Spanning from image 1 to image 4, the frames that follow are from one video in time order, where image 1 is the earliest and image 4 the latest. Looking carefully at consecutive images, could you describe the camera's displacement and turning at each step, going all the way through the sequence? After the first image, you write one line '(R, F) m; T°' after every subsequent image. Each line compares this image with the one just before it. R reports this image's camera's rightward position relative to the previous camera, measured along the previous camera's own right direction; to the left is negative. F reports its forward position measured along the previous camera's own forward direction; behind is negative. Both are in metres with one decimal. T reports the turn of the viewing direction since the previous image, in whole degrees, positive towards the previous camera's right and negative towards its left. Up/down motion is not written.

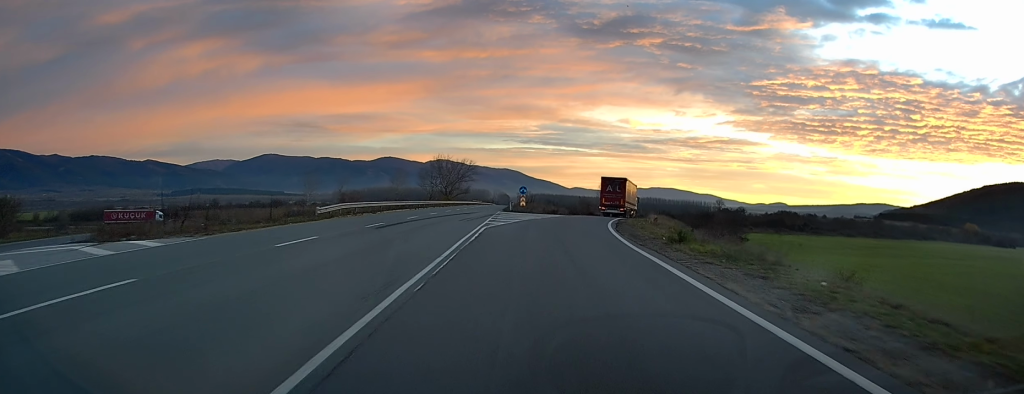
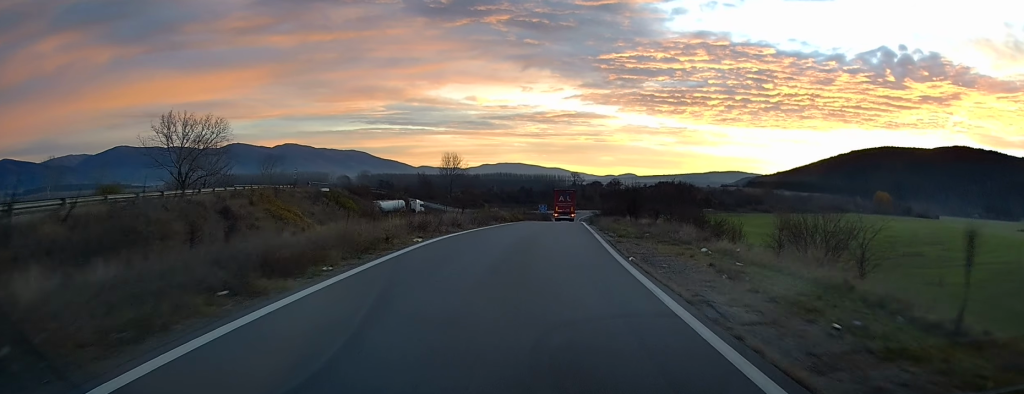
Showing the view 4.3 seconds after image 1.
(+6.7, +66.6) m; +11°
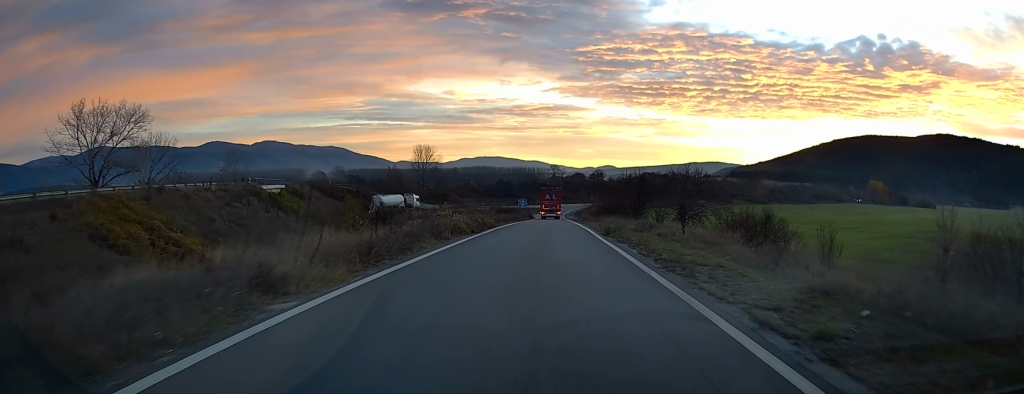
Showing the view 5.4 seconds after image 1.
(+0.5, +16.4) m; +2°
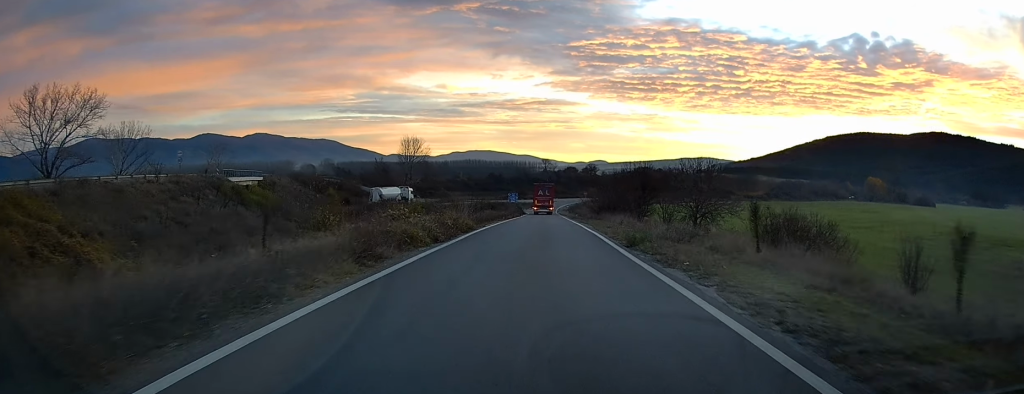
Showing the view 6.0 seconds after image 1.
(0.0, +7.6) m; 0°
